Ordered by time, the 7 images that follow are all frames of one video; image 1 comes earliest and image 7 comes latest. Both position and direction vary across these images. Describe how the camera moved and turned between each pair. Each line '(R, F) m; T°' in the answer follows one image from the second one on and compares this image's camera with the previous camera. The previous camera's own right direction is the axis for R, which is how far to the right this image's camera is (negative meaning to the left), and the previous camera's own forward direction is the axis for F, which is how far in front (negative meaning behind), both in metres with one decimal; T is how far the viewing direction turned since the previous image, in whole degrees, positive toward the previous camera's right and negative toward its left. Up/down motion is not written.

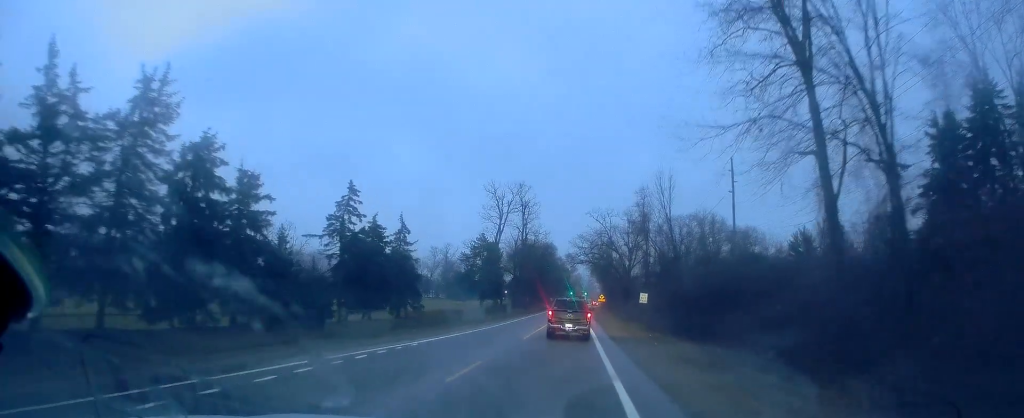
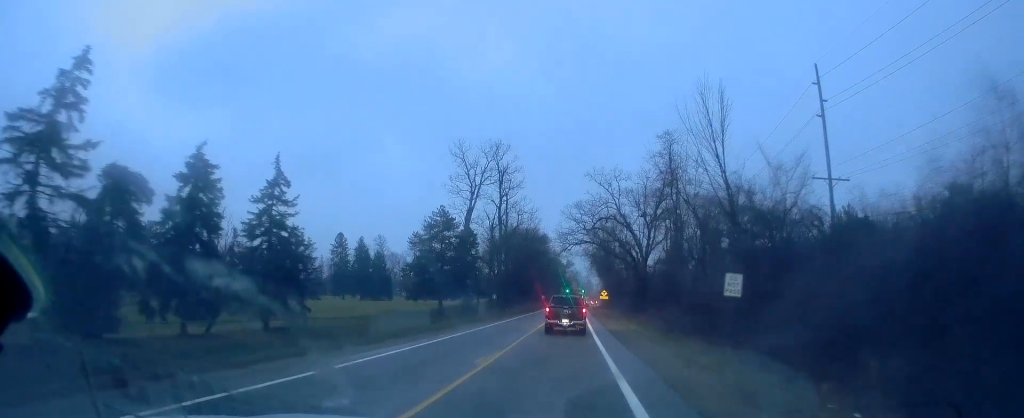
(+0.6, +26.9) m; +2°
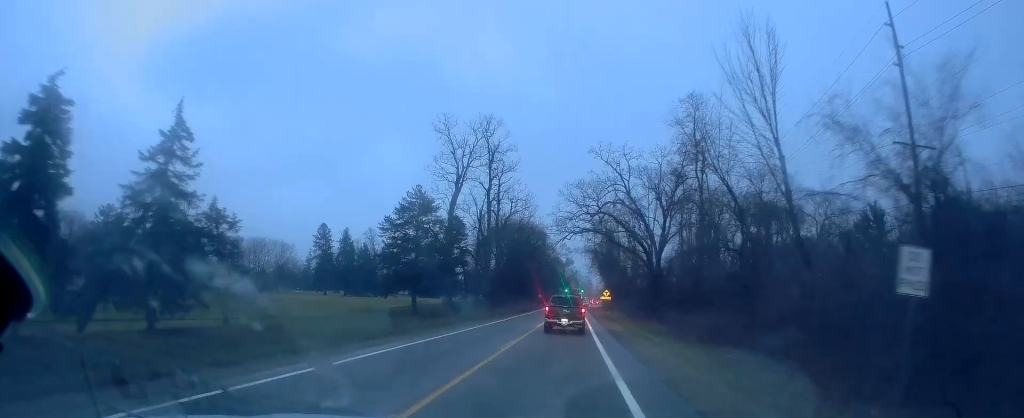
(0.0, +11.0) m; -1°
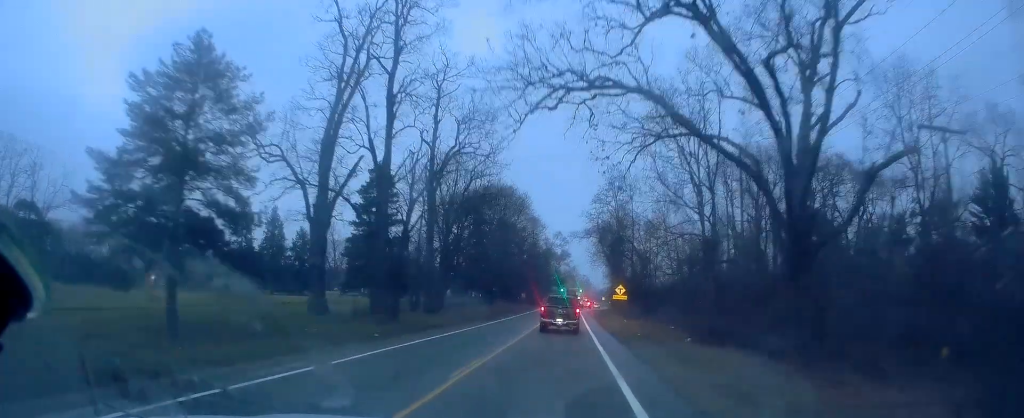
(-0.3, +36.2) m; +1°
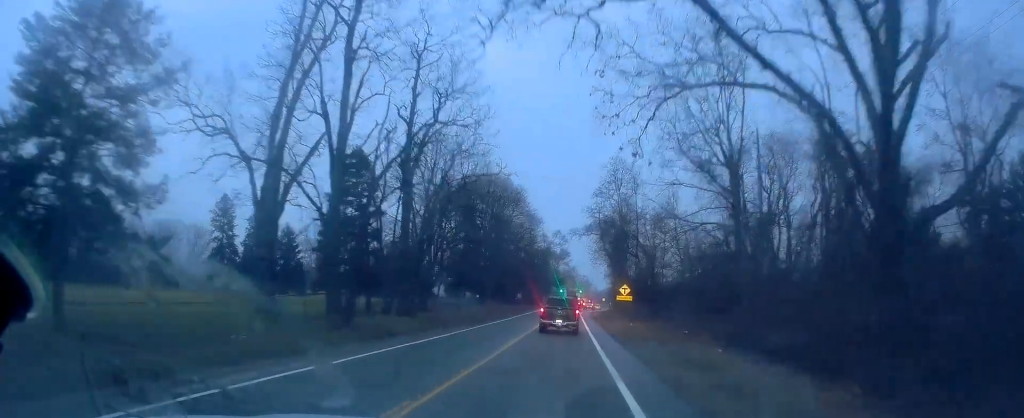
(+0.1, +6.5) m; 0°
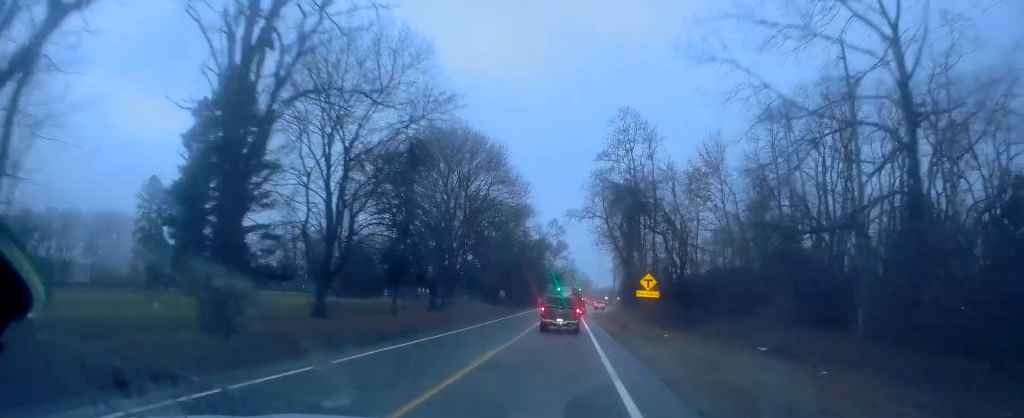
(-0.5, +20.5) m; -2°
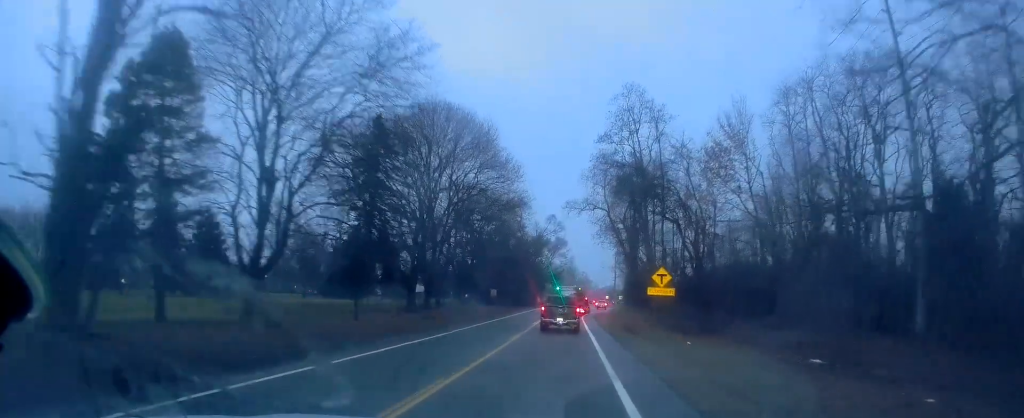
(-0.3, +6.8) m; 0°
